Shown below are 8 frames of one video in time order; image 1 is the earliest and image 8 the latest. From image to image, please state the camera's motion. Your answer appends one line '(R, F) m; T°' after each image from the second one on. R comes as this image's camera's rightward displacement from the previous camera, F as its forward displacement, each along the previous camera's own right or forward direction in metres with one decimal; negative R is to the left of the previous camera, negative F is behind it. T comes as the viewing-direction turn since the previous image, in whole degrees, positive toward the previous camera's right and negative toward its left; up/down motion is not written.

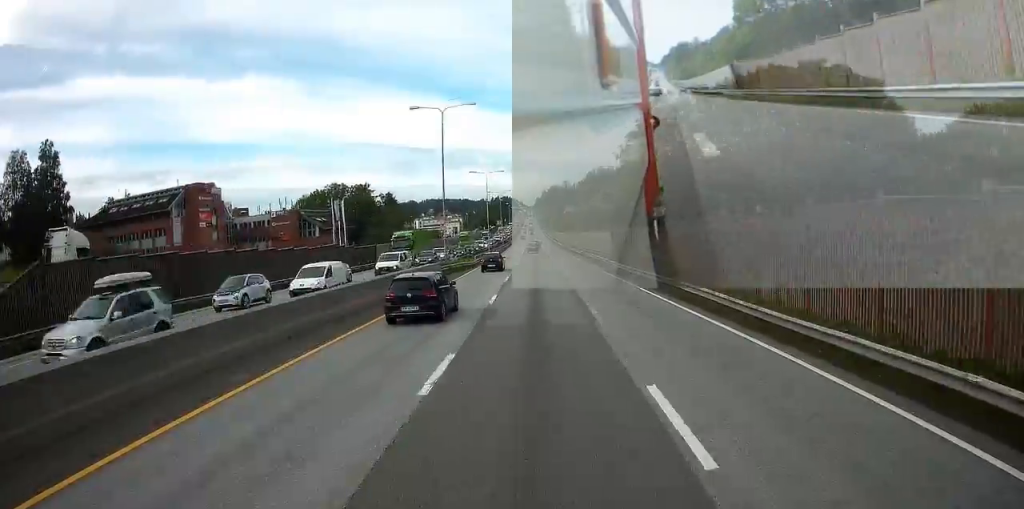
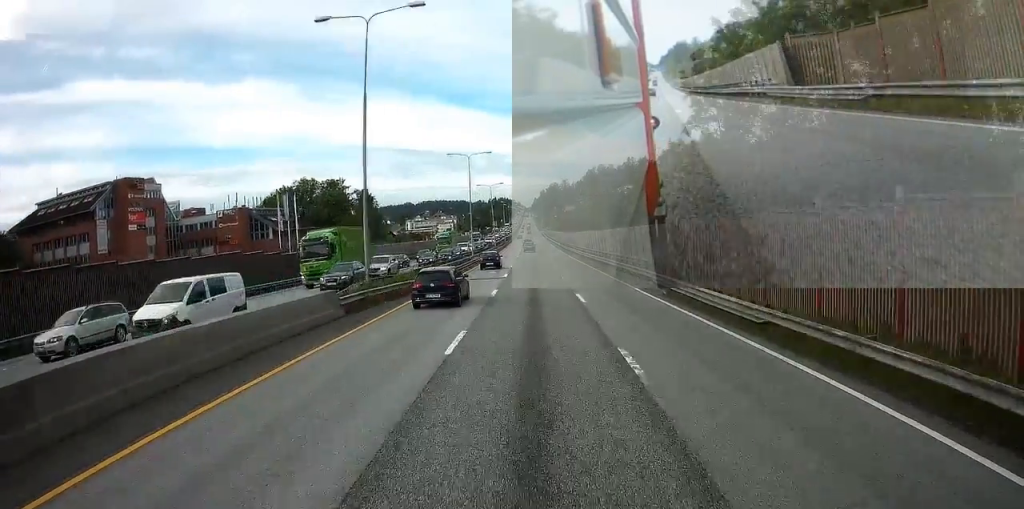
(0.0, +20.4) m; 0°
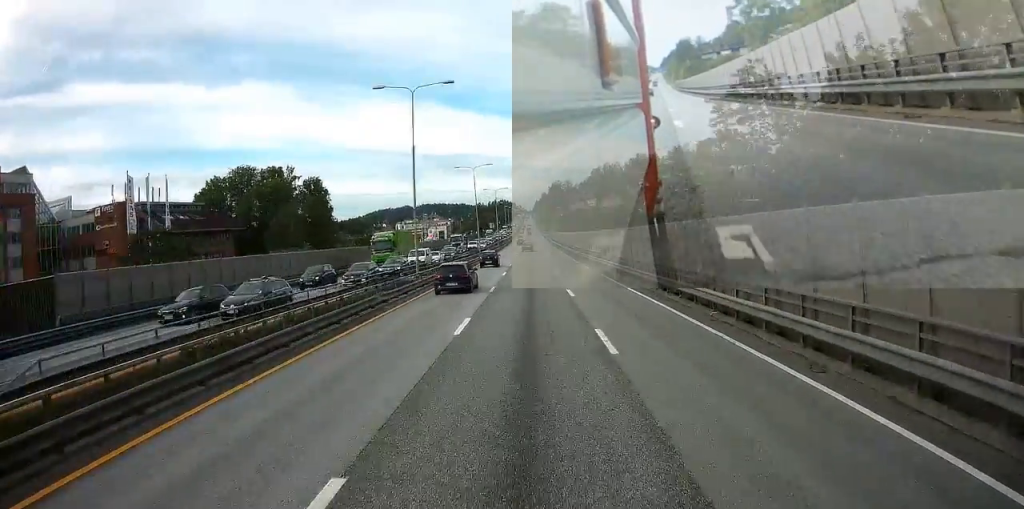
(-0.2, +33.3) m; -1°
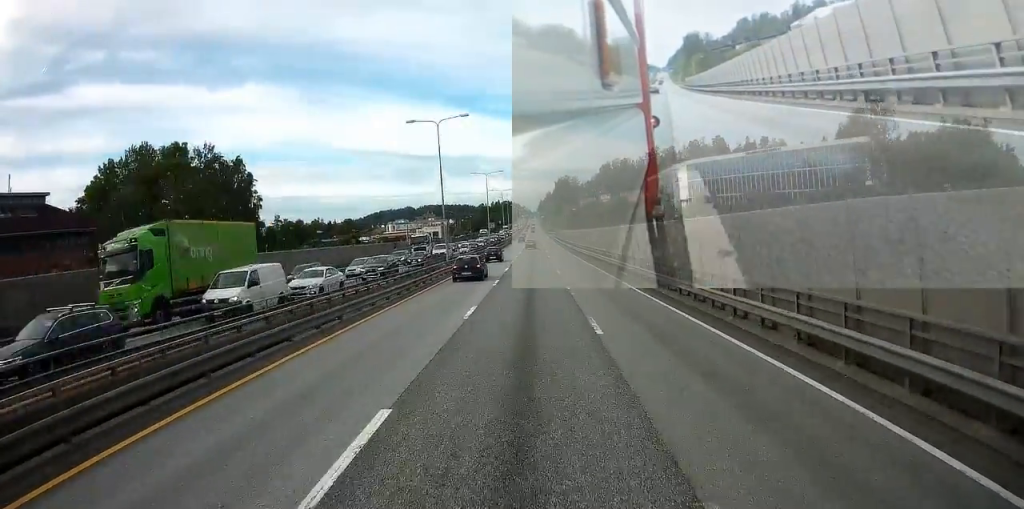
(-0.1, +34.7) m; 0°
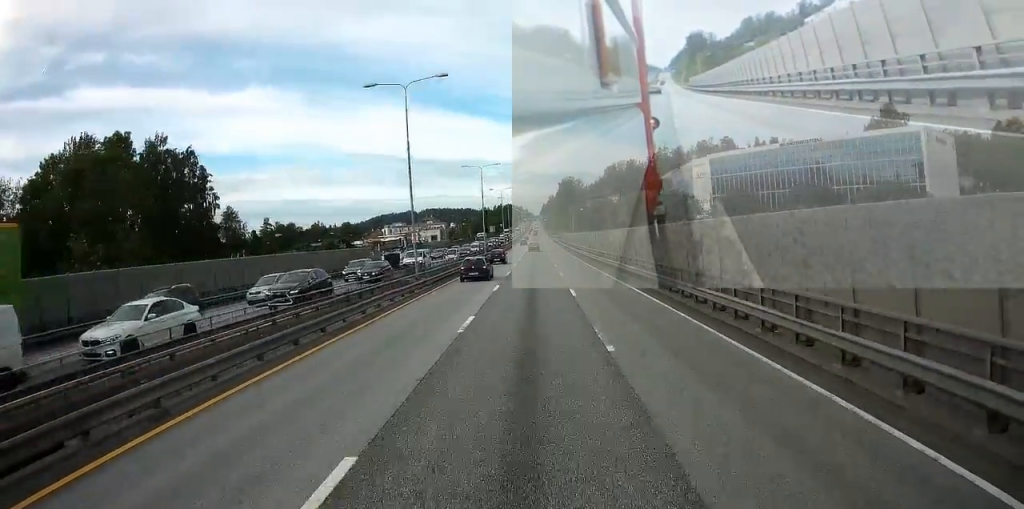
(0.0, +13.0) m; 0°
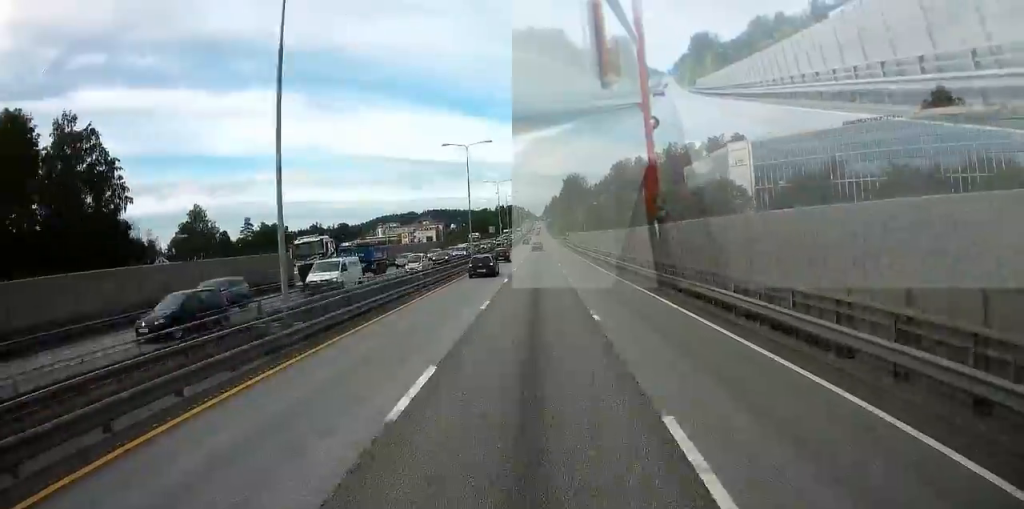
(-0.1, +19.5) m; 0°
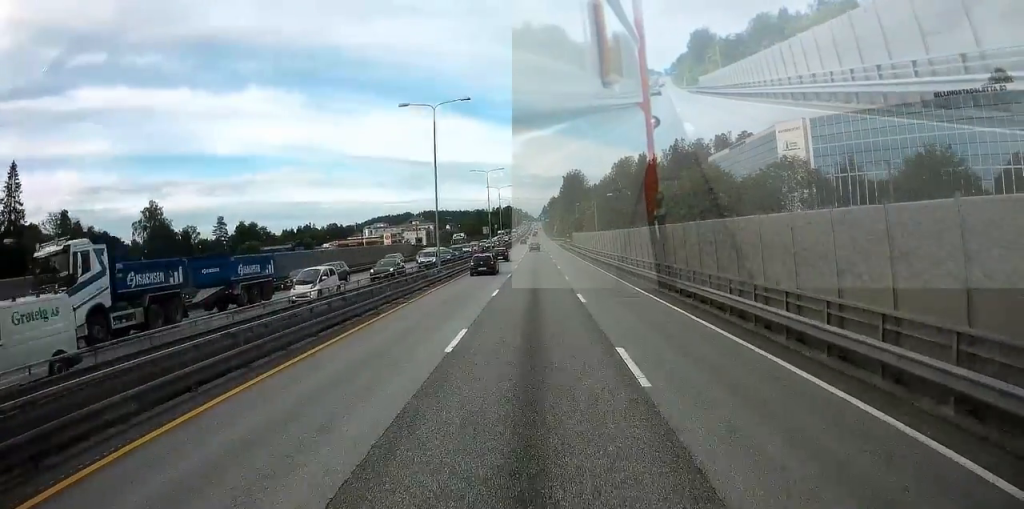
(0.0, +19.5) m; 0°
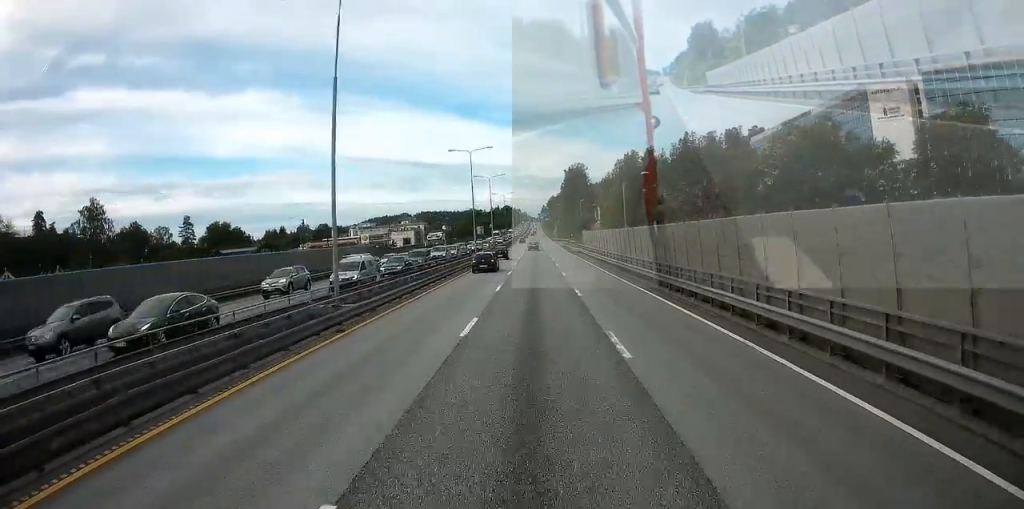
(+0.1, +22.0) m; 0°
